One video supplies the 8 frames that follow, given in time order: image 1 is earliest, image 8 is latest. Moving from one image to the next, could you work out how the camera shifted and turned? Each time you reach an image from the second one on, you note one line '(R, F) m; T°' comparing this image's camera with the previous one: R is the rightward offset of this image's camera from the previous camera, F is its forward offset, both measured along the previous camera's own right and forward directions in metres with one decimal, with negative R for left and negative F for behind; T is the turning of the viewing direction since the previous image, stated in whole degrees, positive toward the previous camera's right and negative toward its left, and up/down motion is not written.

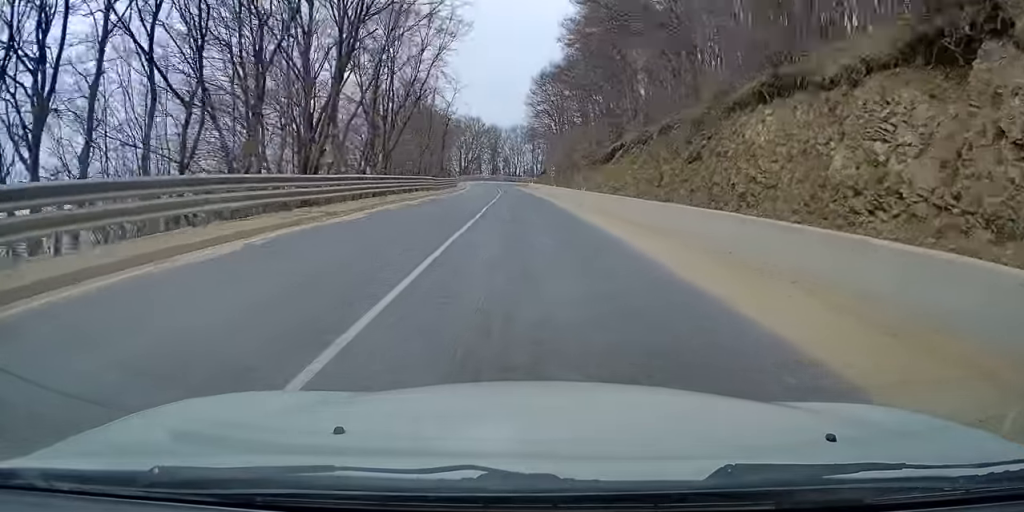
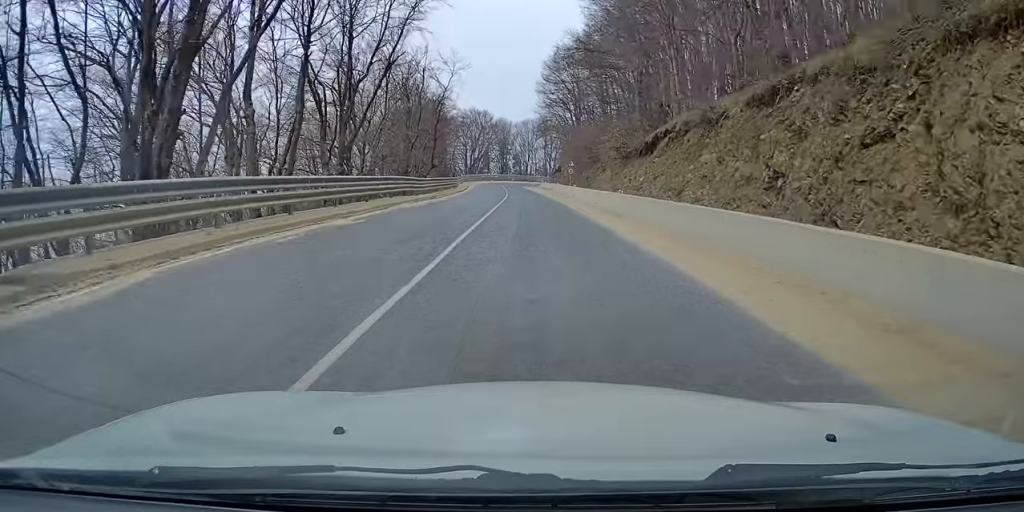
(-0.4, +11.0) m; -2°
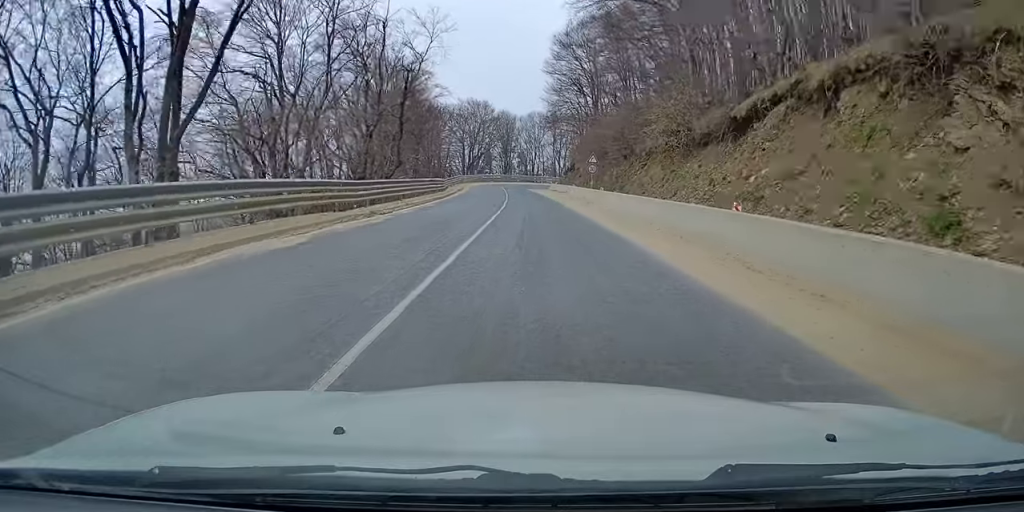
(-0.2, +14.2) m; -1°
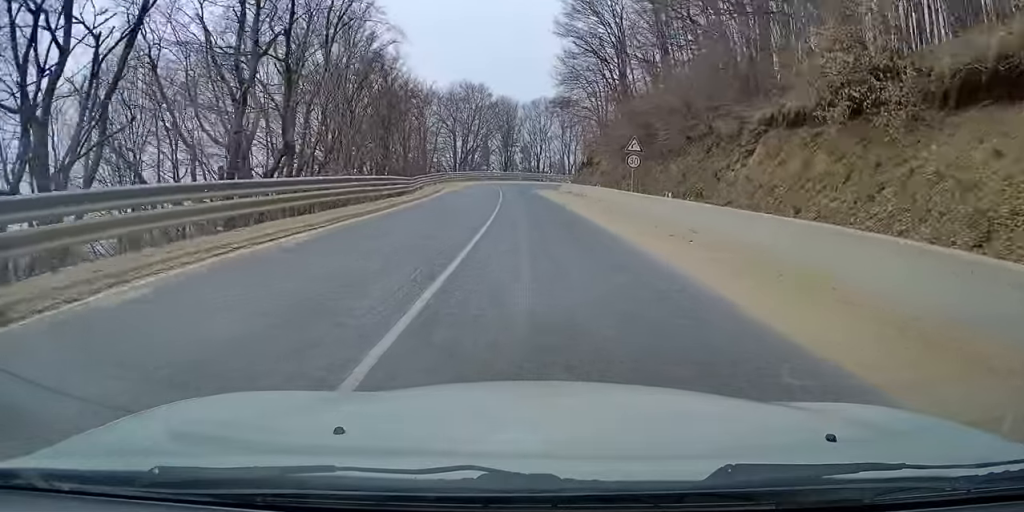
(0.0, +15.6) m; -1°
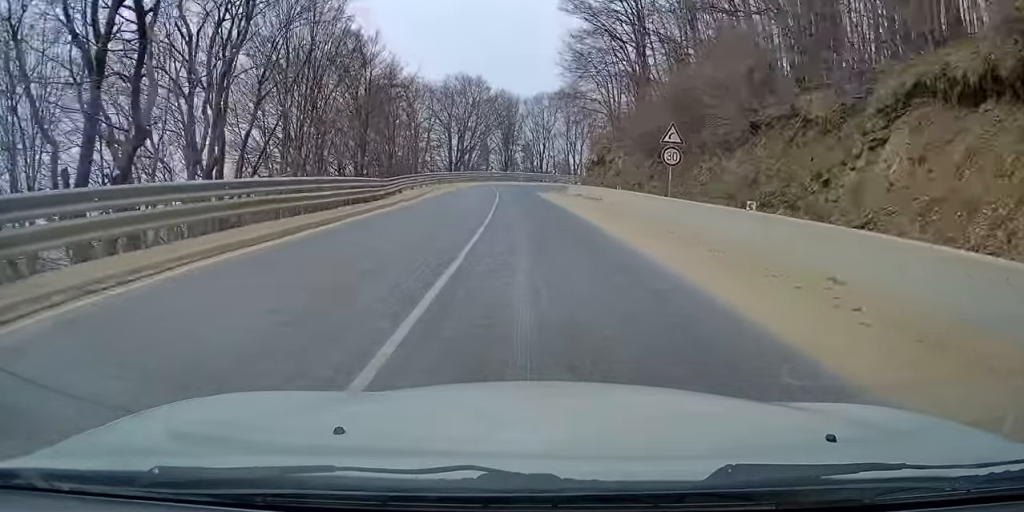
(0.0, +6.9) m; -1°
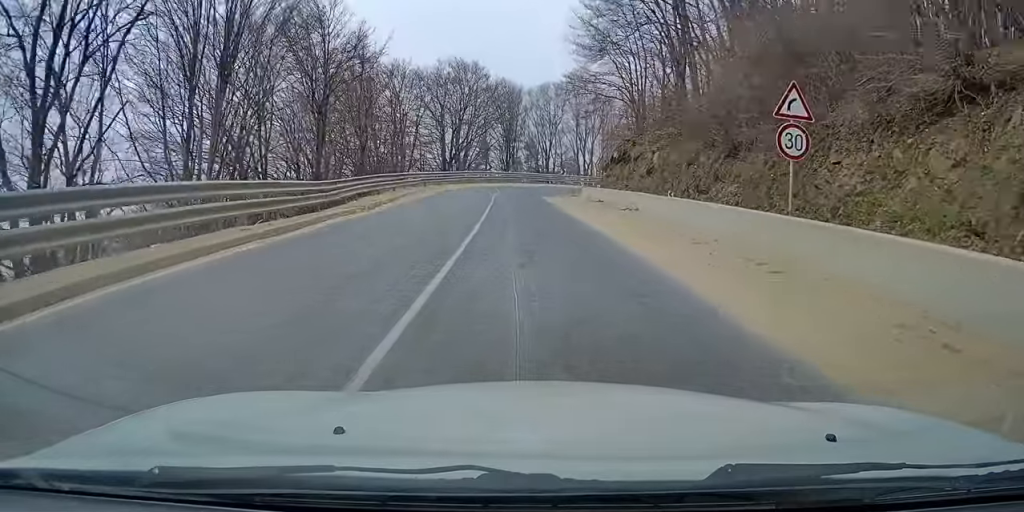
(-0.1, +9.3) m; -1°
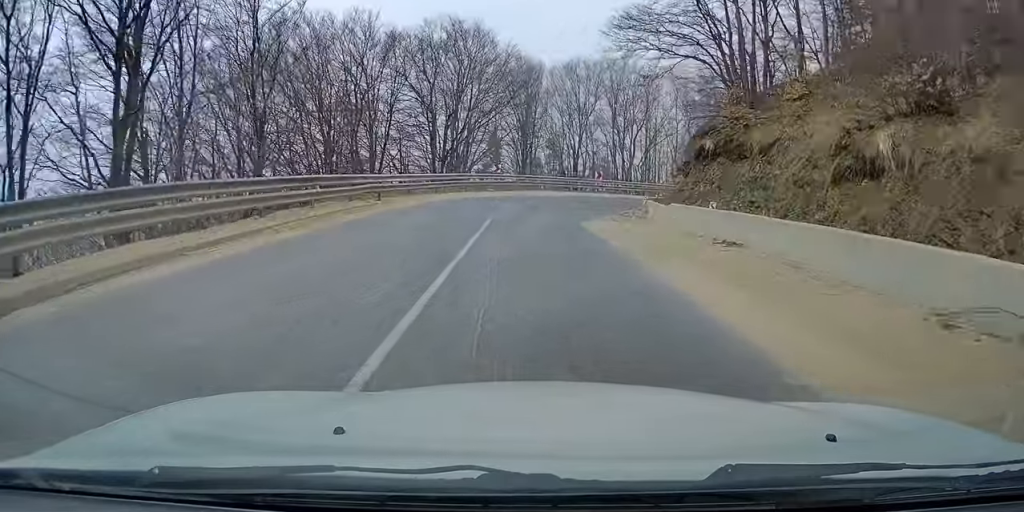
(-0.2, +17.2) m; +3°
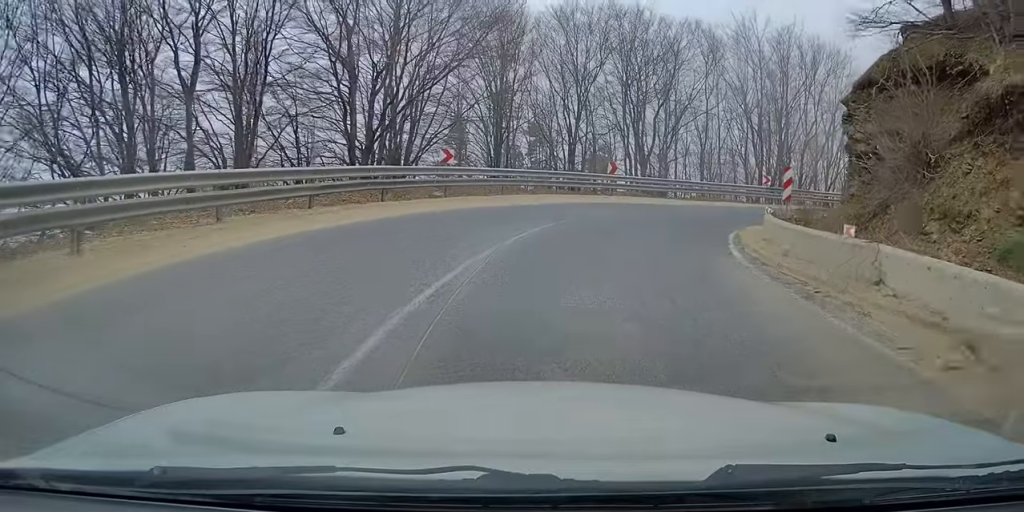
(+2.9, +16.5) m; +3°
